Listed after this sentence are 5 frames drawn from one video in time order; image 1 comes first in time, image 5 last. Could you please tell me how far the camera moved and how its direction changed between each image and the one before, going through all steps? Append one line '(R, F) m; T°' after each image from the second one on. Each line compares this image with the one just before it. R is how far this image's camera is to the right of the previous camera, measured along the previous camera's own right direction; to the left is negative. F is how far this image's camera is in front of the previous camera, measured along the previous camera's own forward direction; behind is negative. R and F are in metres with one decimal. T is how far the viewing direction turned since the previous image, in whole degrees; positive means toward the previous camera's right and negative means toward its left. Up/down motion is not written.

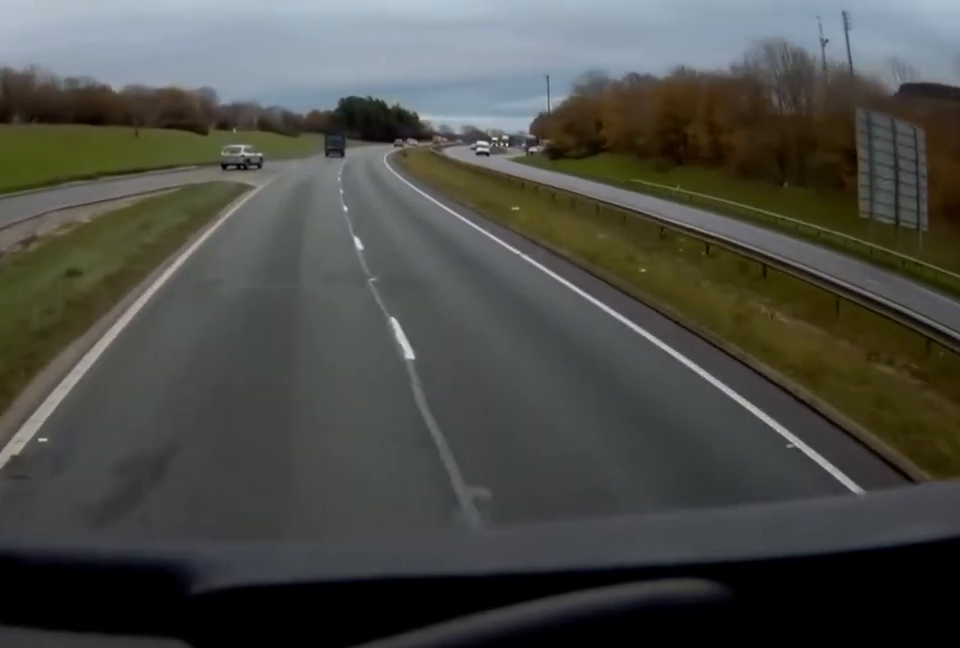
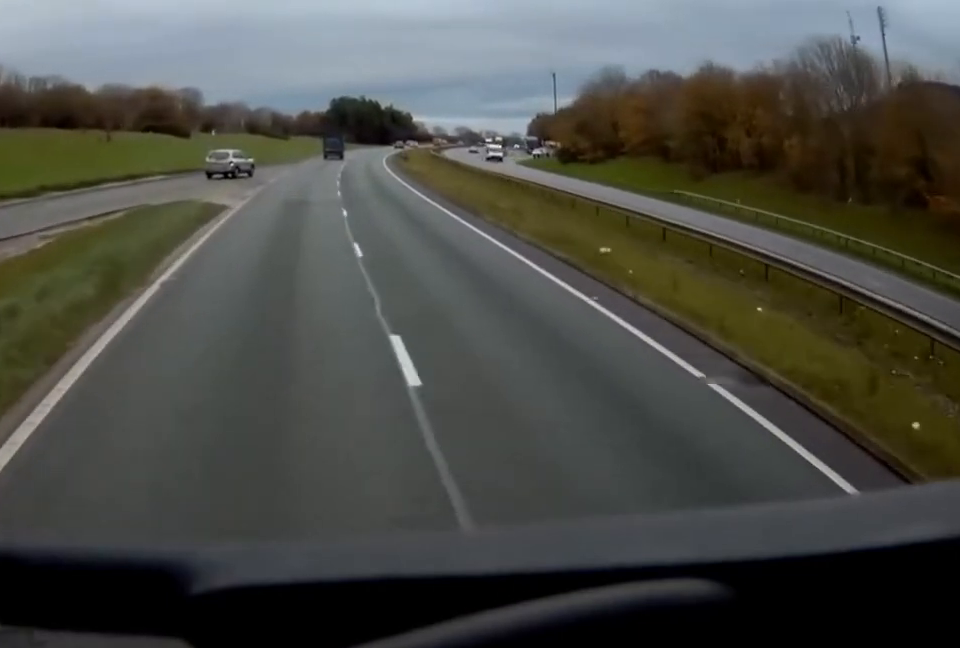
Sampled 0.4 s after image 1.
(+0.1, +9.8) m; 0°
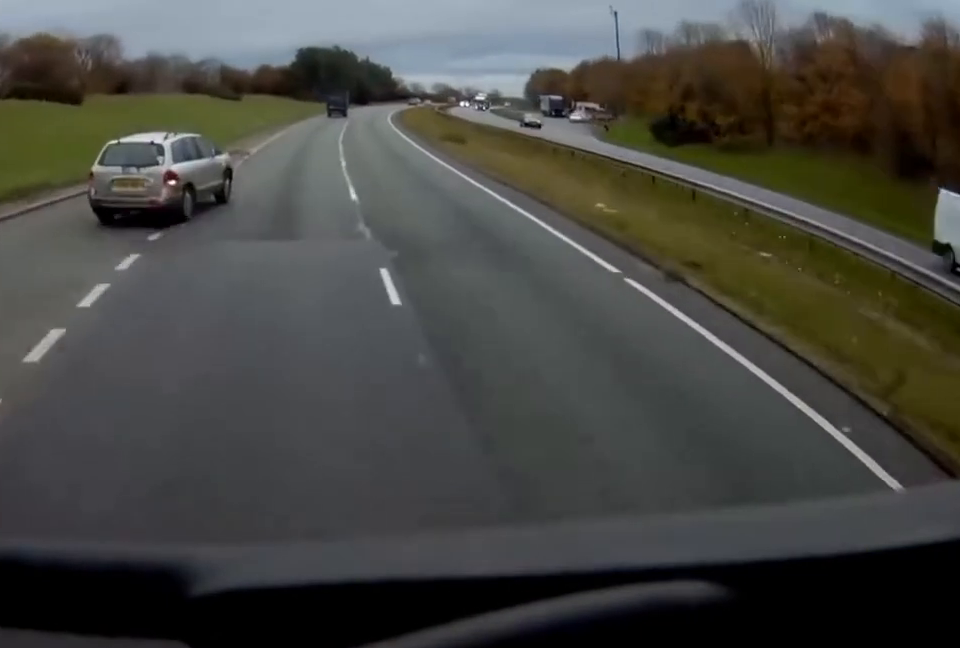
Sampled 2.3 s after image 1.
(+0.3, +45.5) m; +2°
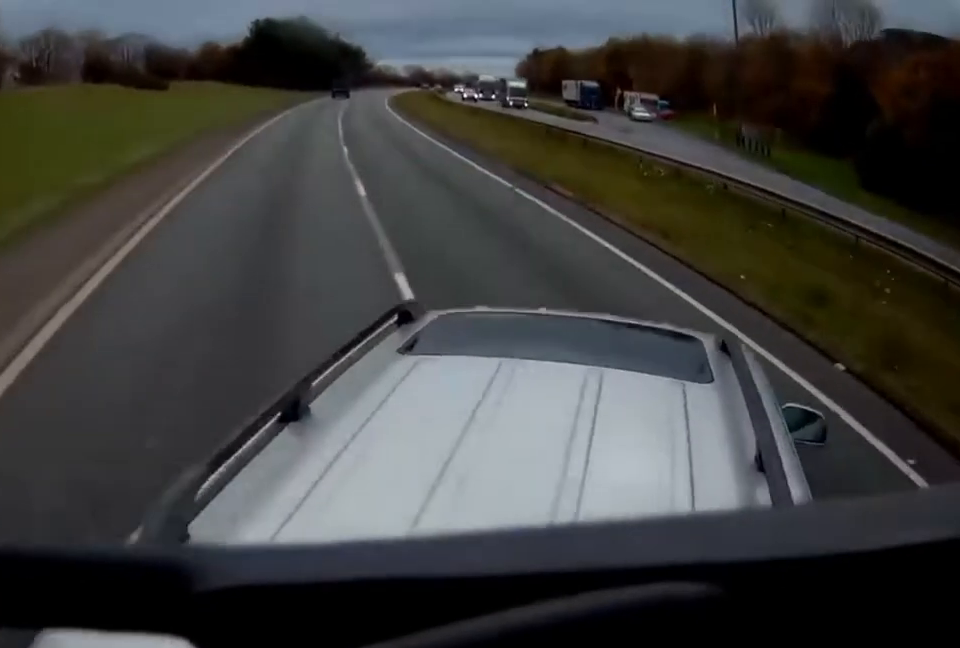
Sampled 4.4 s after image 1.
(+0.3, +43.7) m; +2°
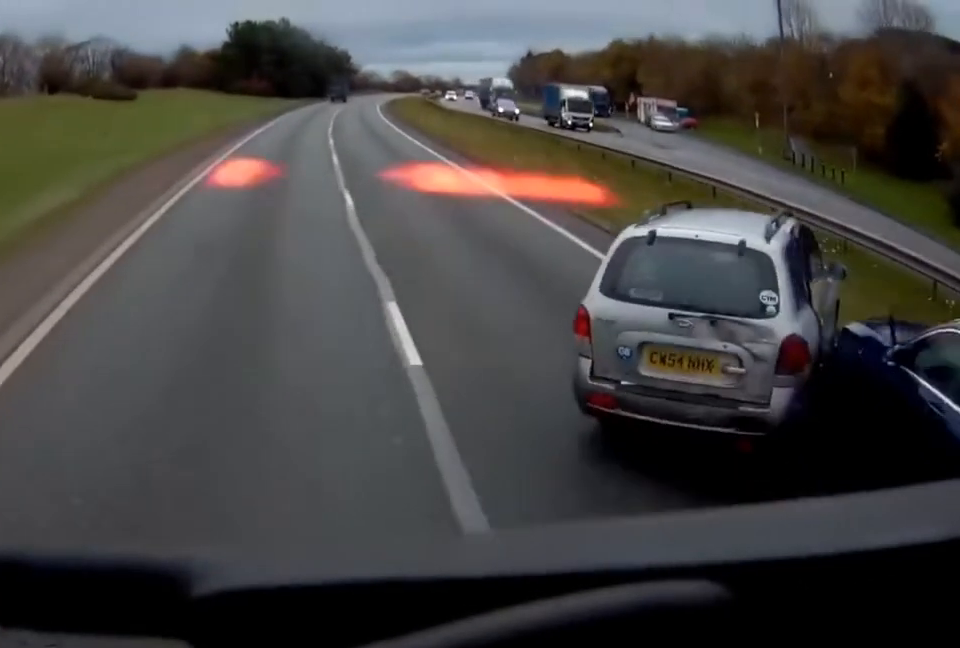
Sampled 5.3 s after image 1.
(+0.7, +13.4) m; +4°
